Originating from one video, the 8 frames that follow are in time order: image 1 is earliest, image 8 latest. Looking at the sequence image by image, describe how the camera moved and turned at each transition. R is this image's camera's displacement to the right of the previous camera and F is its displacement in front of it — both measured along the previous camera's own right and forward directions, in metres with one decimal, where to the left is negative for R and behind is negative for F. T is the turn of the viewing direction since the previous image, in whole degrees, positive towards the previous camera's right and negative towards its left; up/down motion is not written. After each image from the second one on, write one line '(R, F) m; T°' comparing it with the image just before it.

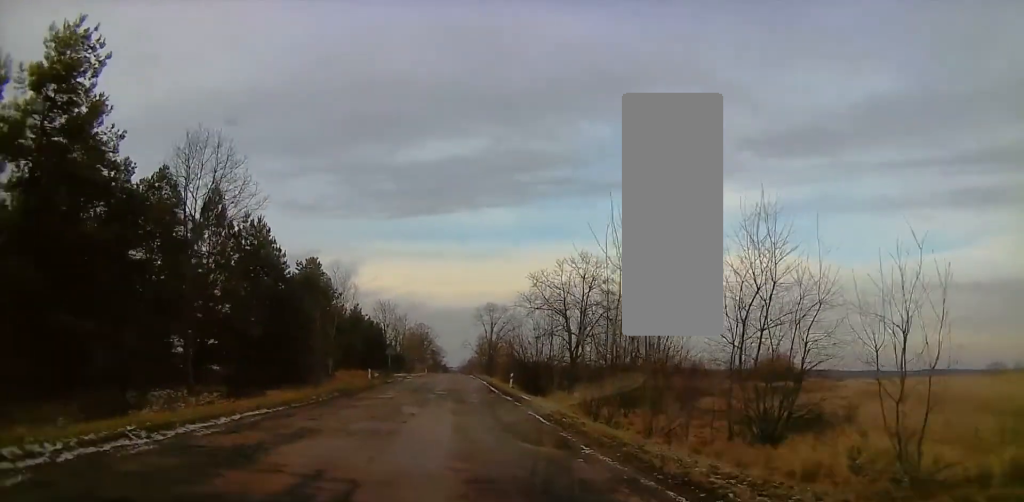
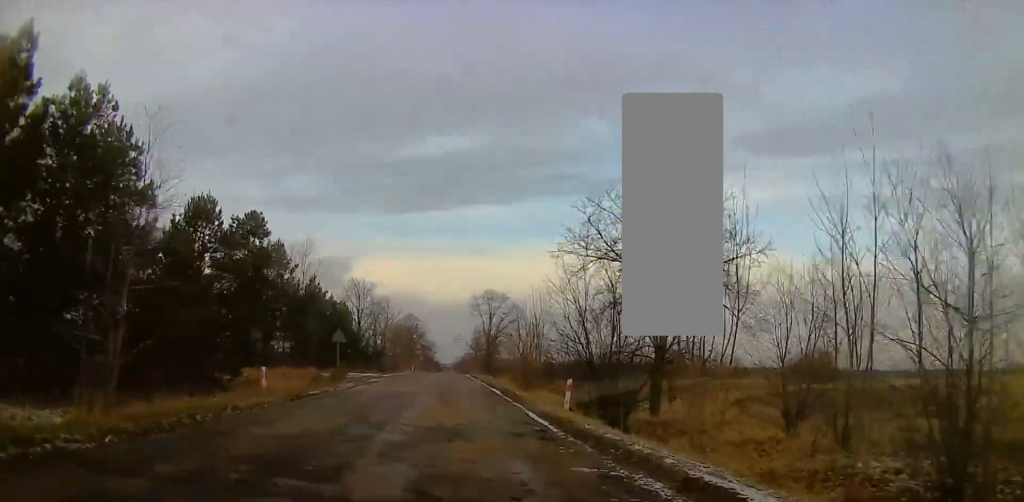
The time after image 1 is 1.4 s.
(+0.3, +25.2) m; +2°
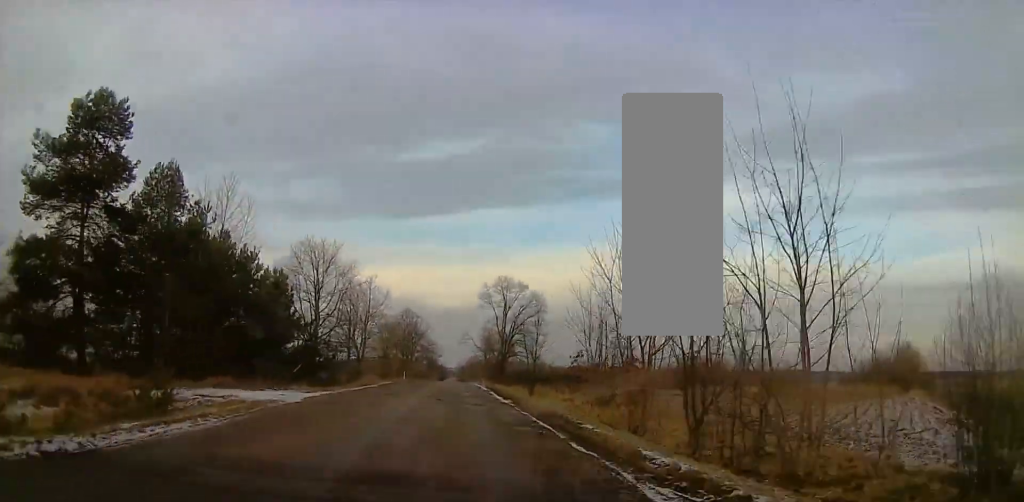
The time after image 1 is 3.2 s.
(+0.2, +26.1) m; -1°
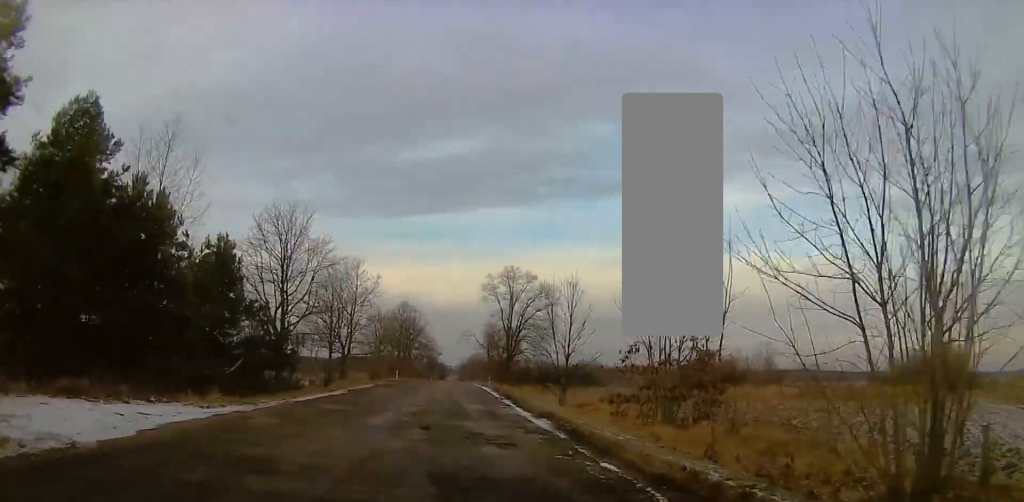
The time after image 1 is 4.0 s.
(-0.2, +8.4) m; -2°
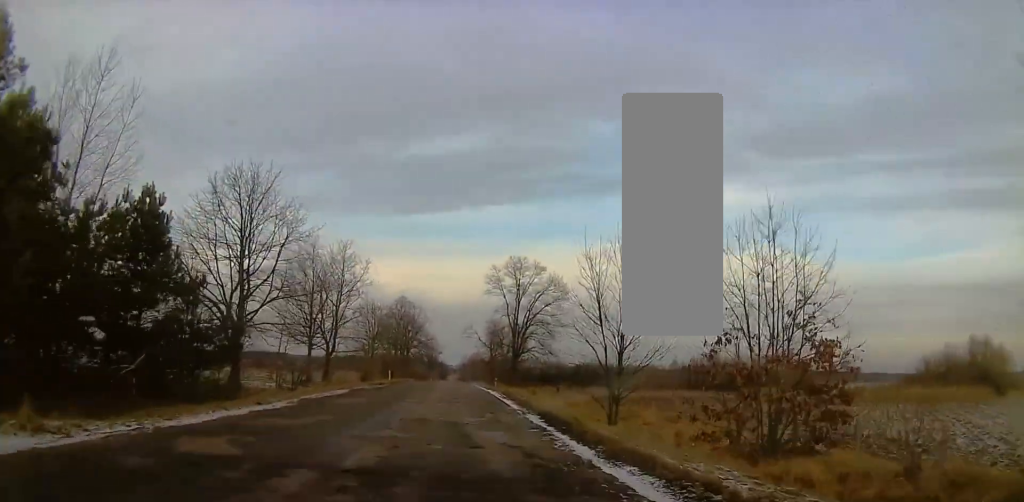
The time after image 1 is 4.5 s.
(-0.1, +6.3) m; -1°
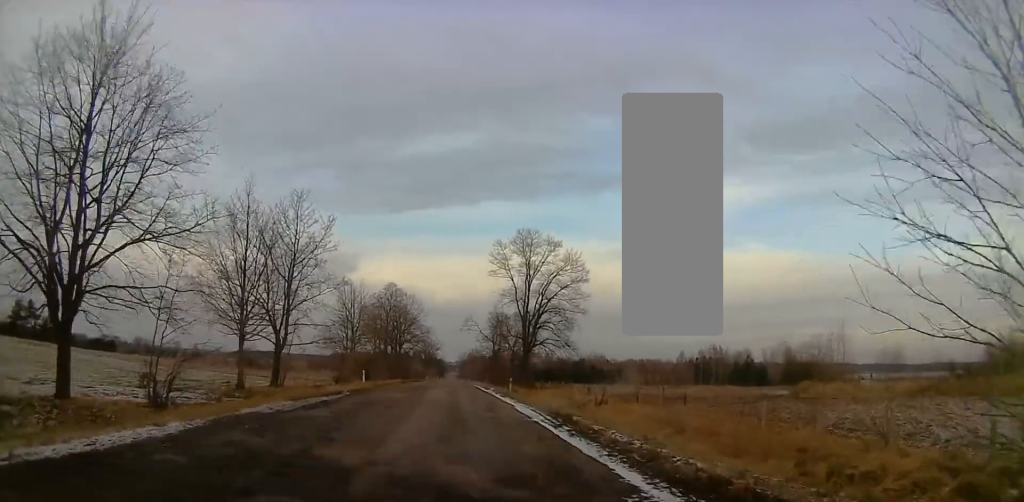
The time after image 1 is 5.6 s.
(0.0, +12.0) m; +2°
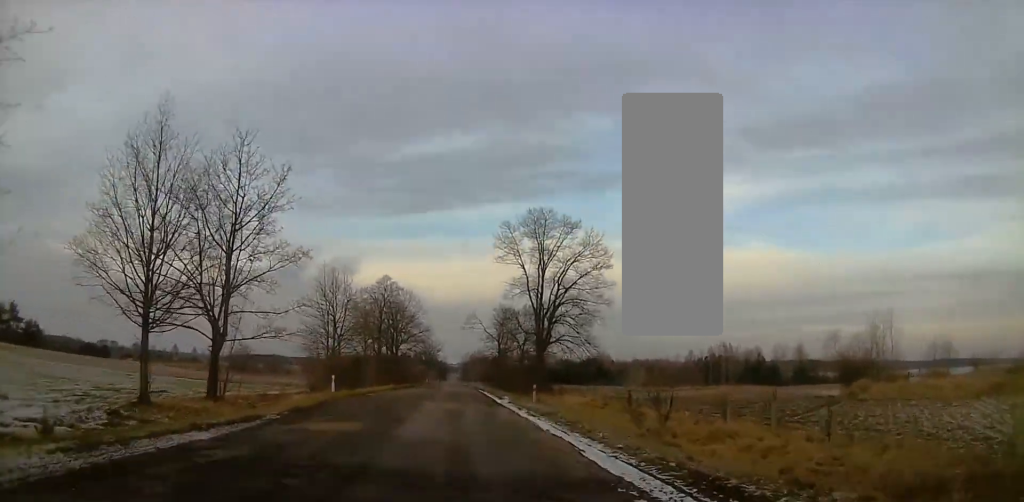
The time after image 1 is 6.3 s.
(+0.3, +9.6) m; +1°
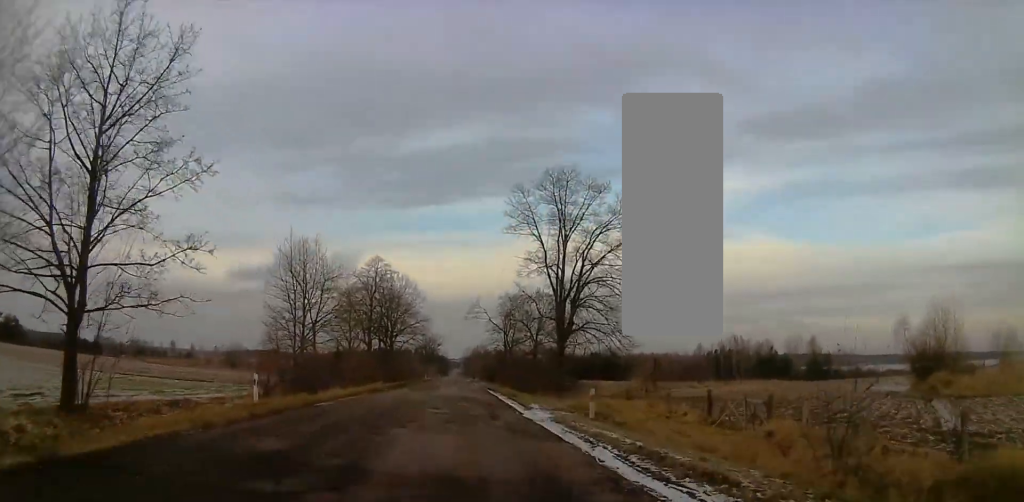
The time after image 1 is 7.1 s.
(0.0, +12.2) m; 0°
